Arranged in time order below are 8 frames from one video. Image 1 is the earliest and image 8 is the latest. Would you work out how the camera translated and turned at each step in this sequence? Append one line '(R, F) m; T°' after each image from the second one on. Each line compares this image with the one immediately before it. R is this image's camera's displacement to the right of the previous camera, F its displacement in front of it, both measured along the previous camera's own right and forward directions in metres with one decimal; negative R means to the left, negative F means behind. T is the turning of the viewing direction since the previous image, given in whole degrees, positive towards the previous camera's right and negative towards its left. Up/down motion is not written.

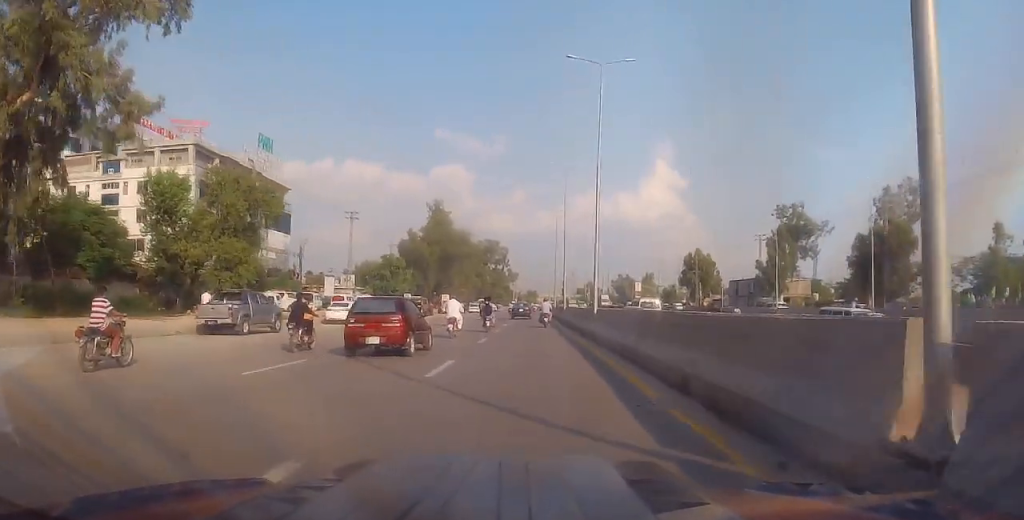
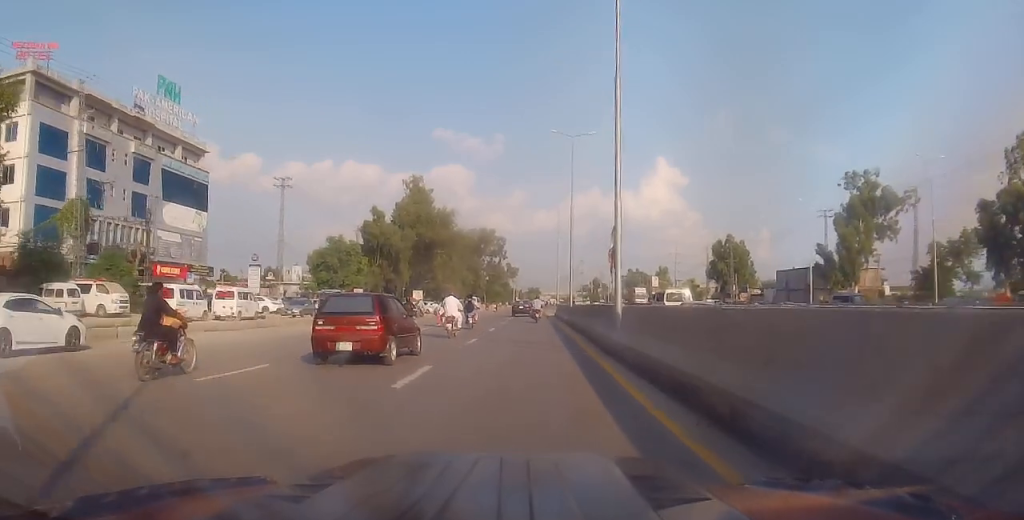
(-0.7, +29.2) m; -3°
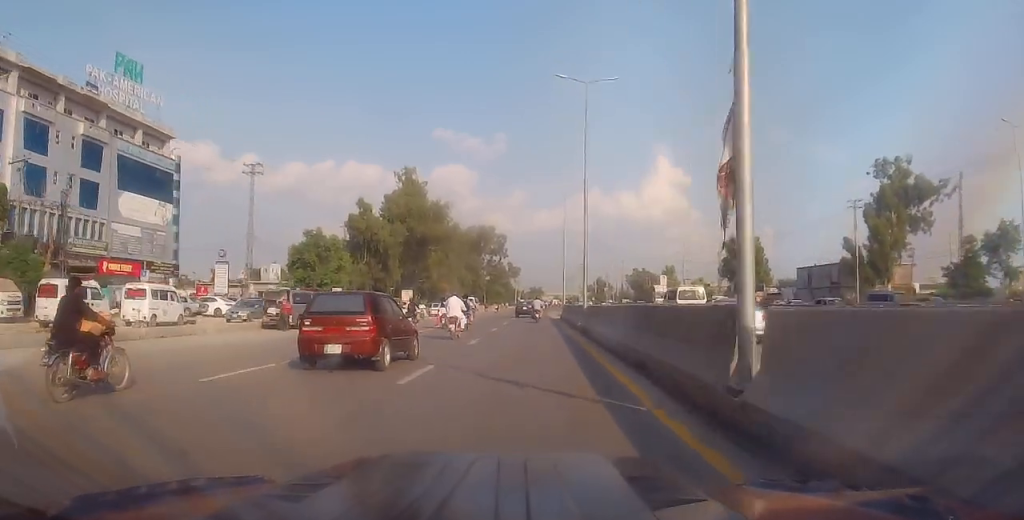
(-0.1, +8.9) m; +1°
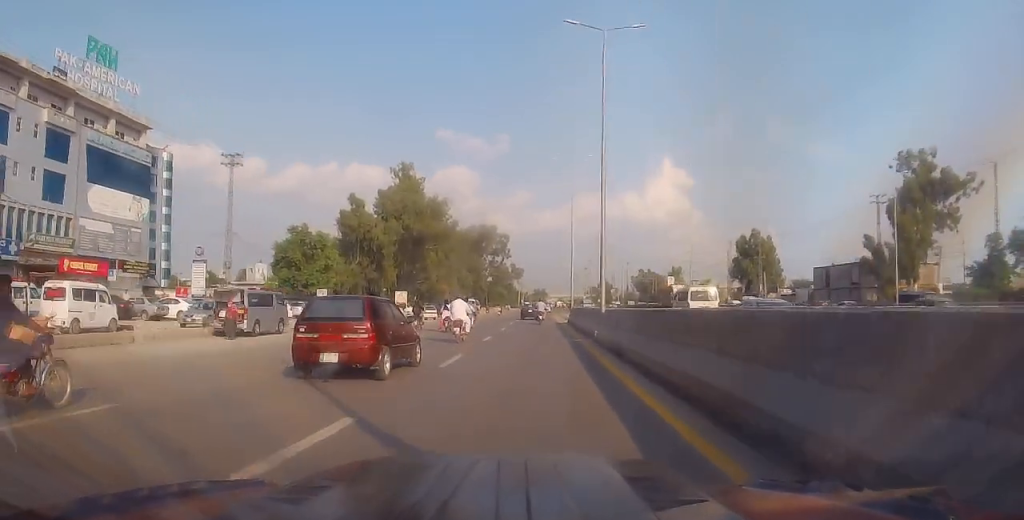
(+0.1, +5.6) m; +1°
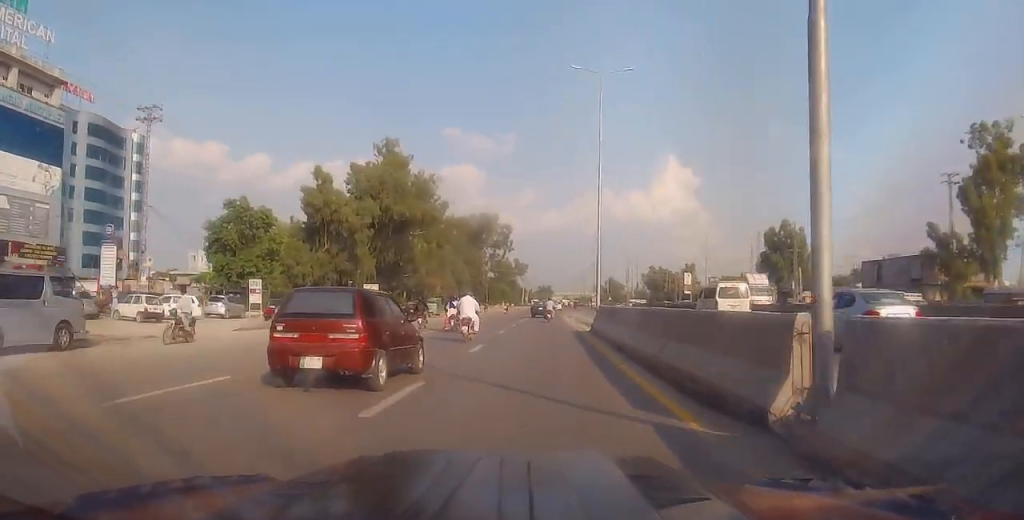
(+0.3, +15.2) m; 0°
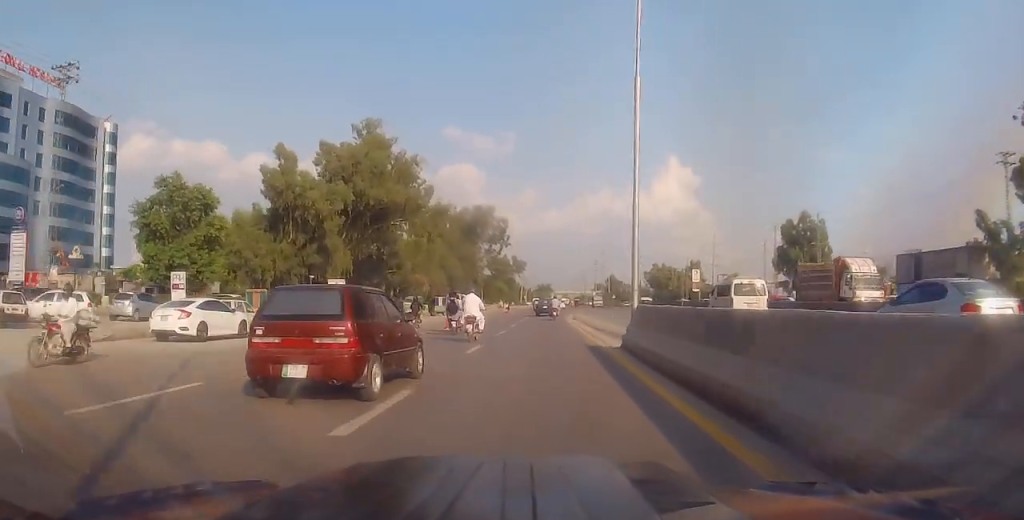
(-0.1, +9.9) m; -1°
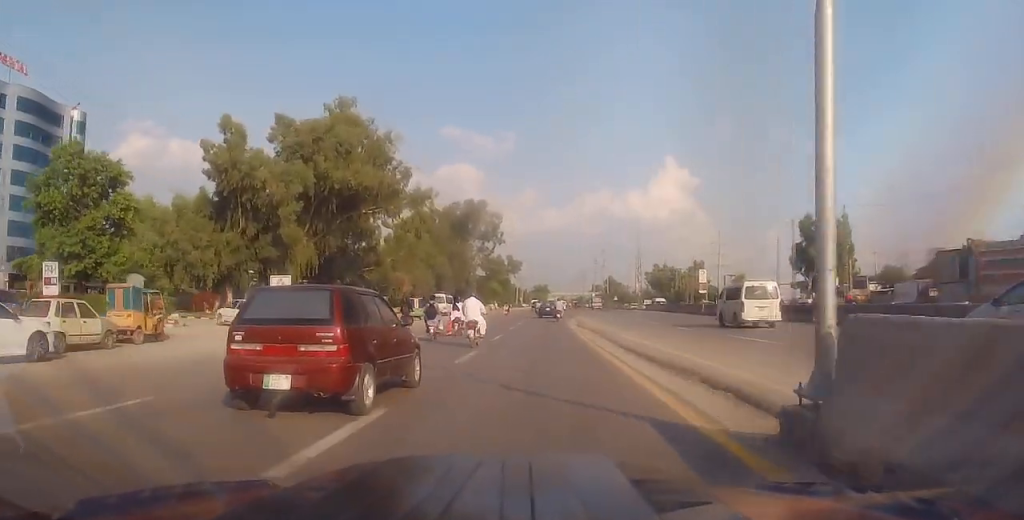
(0.0, +10.0) m; 0°
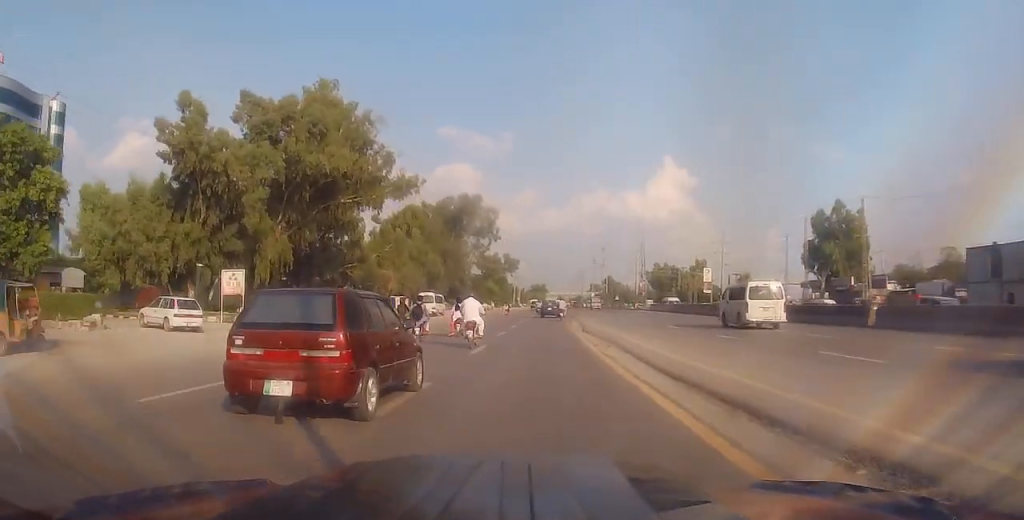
(0.0, +6.1) m; 0°
